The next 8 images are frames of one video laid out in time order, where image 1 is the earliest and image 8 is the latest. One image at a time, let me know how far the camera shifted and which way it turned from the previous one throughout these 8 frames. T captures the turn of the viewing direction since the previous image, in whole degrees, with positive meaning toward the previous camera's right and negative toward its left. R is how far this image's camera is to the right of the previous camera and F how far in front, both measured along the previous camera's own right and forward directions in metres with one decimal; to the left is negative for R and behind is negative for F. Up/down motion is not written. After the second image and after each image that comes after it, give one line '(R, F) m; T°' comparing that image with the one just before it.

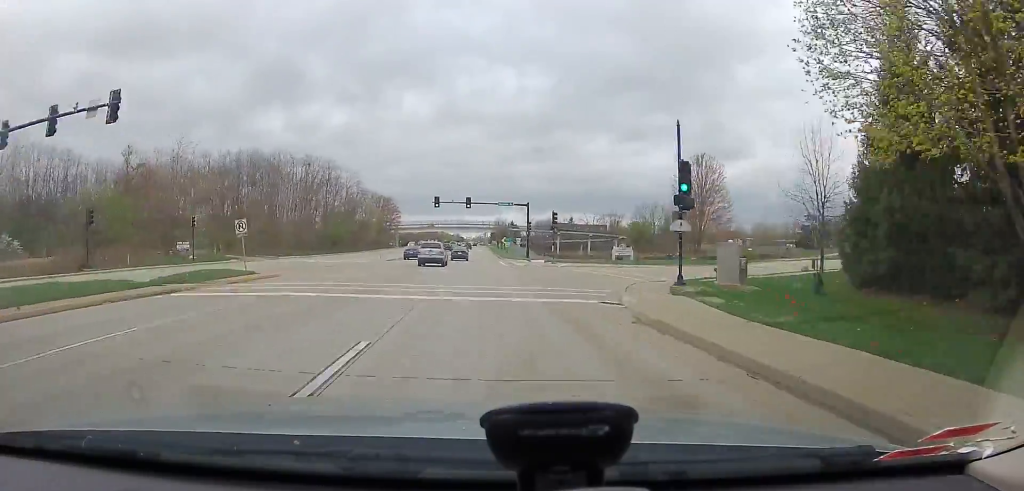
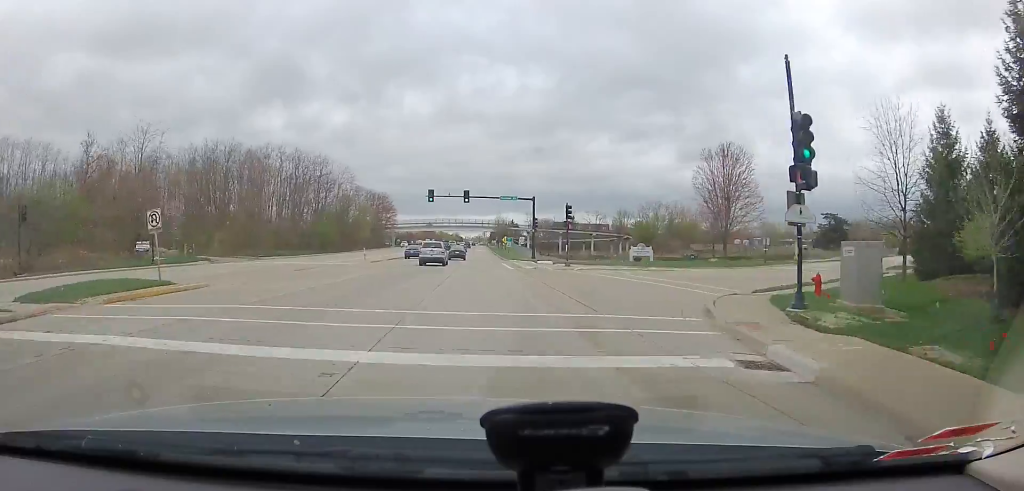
(0.0, +7.5) m; +1°
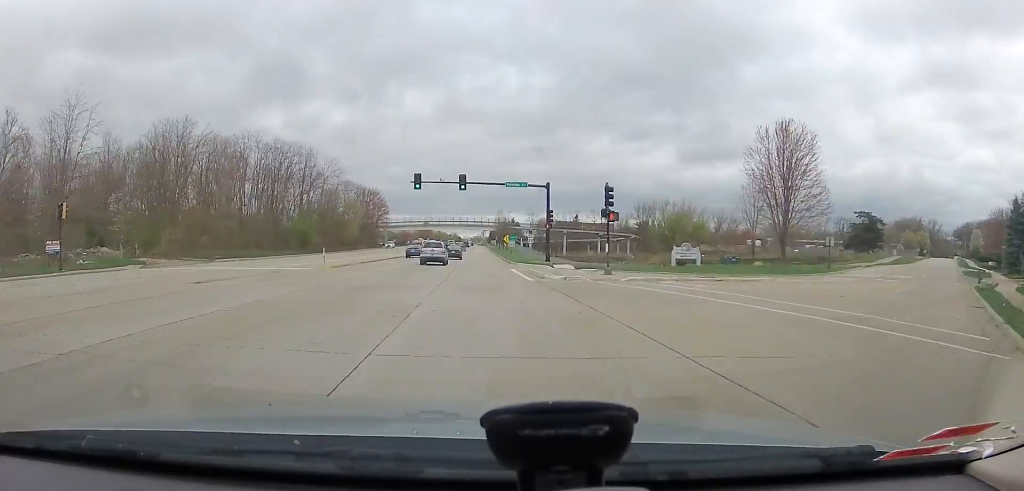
(+0.2, +12.6) m; 0°
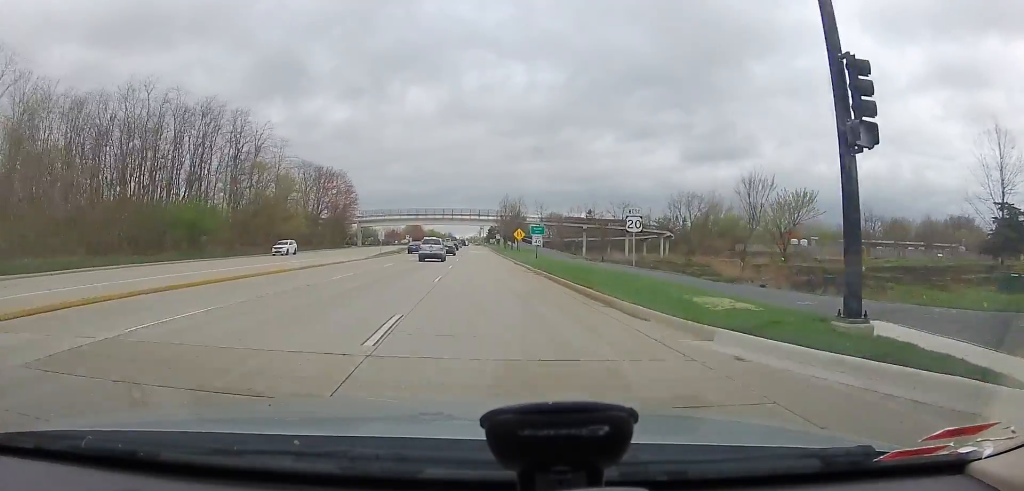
(+0.1, +38.8) m; +1°
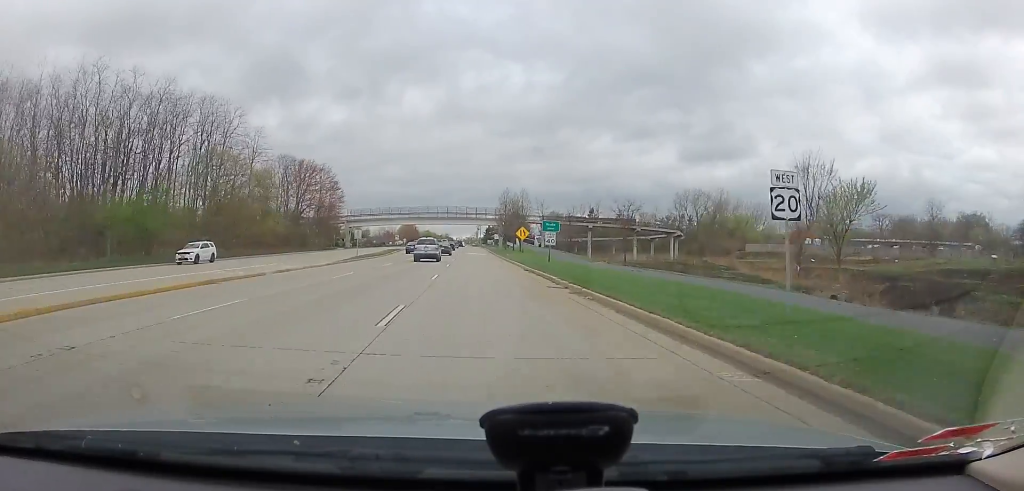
(+0.1, +10.6) m; -1°
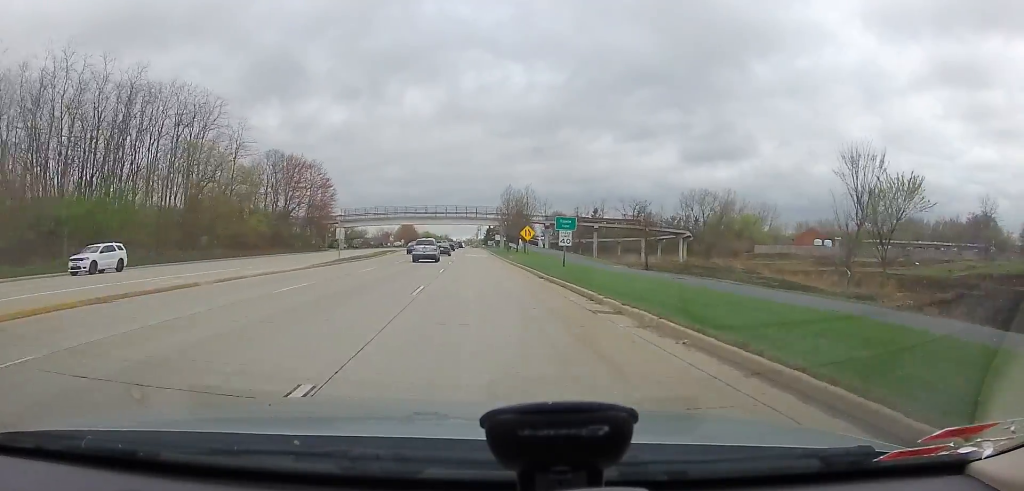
(+0.2, +6.6) m; -1°
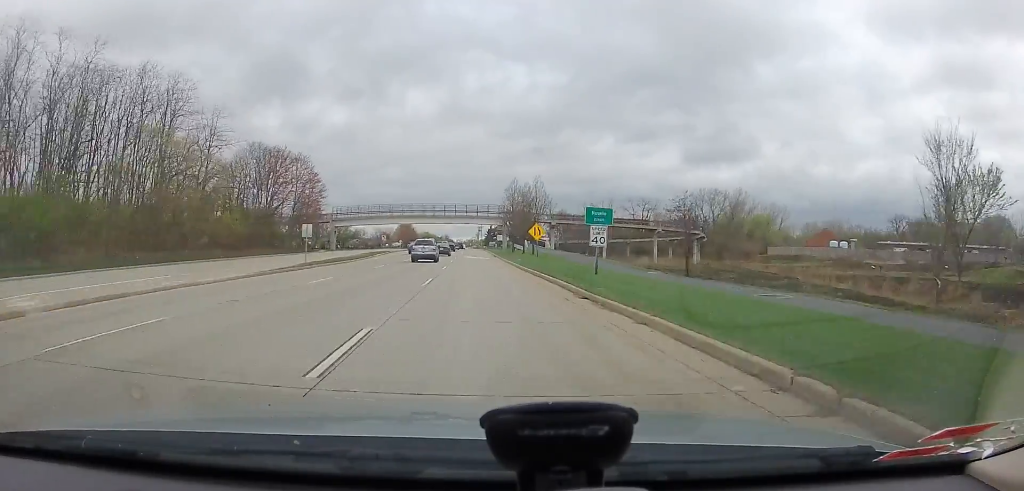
(-0.2, +8.8) m; 0°
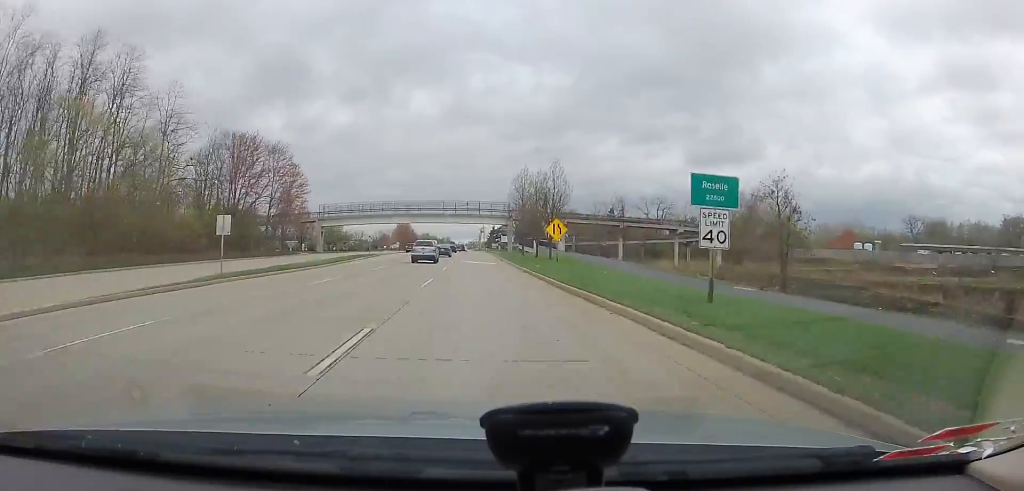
(-0.3, +12.1) m; 0°
